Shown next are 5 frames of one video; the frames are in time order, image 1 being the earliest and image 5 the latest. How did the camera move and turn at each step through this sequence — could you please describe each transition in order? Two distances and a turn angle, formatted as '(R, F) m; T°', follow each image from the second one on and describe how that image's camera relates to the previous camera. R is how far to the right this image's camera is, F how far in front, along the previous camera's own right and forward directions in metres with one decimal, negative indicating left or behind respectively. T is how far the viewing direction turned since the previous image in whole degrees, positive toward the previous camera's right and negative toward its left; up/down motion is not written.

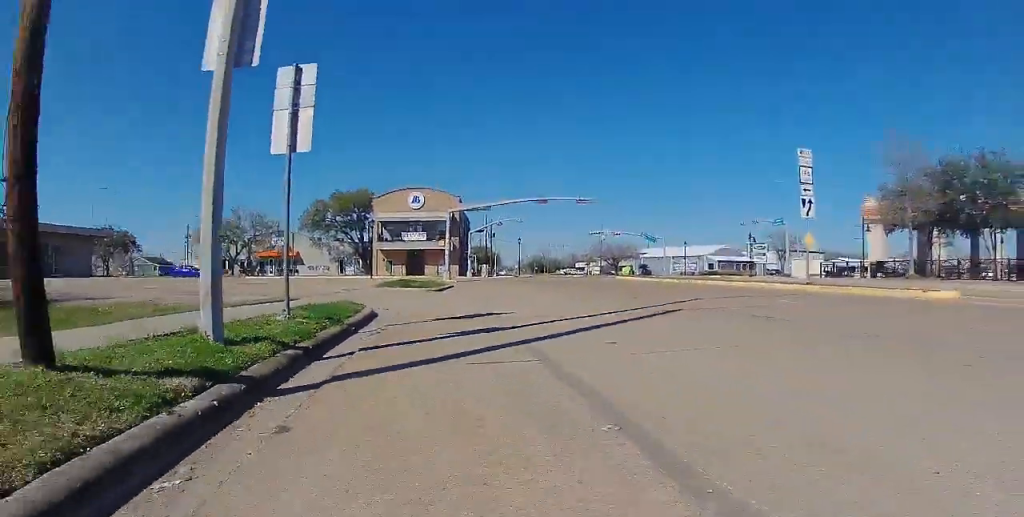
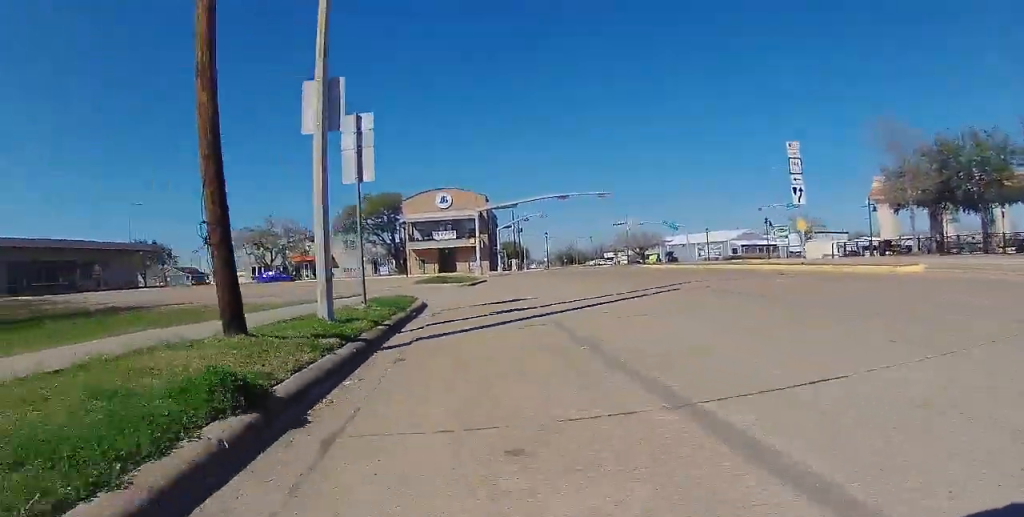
(+0.1, +2.5) m; -2°
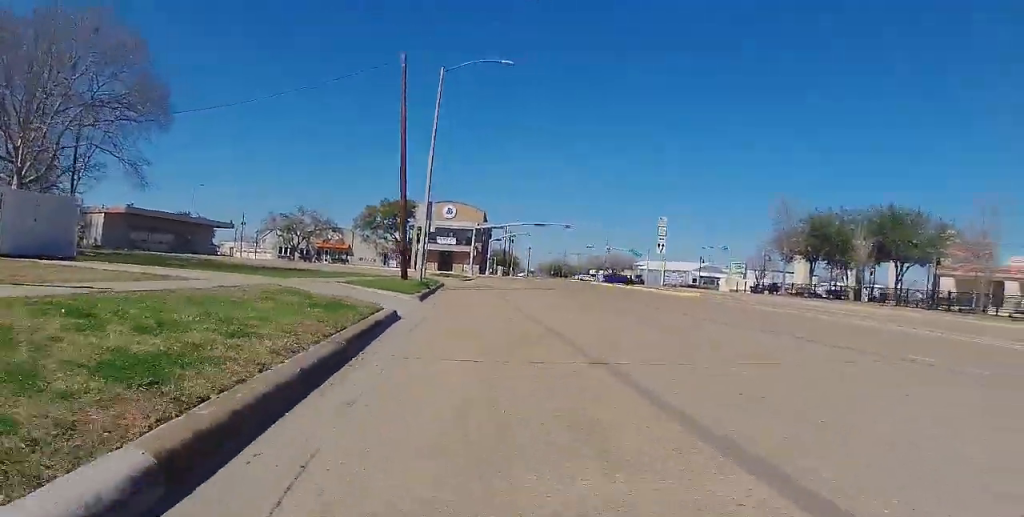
(-1.5, +16.5) m; +3°
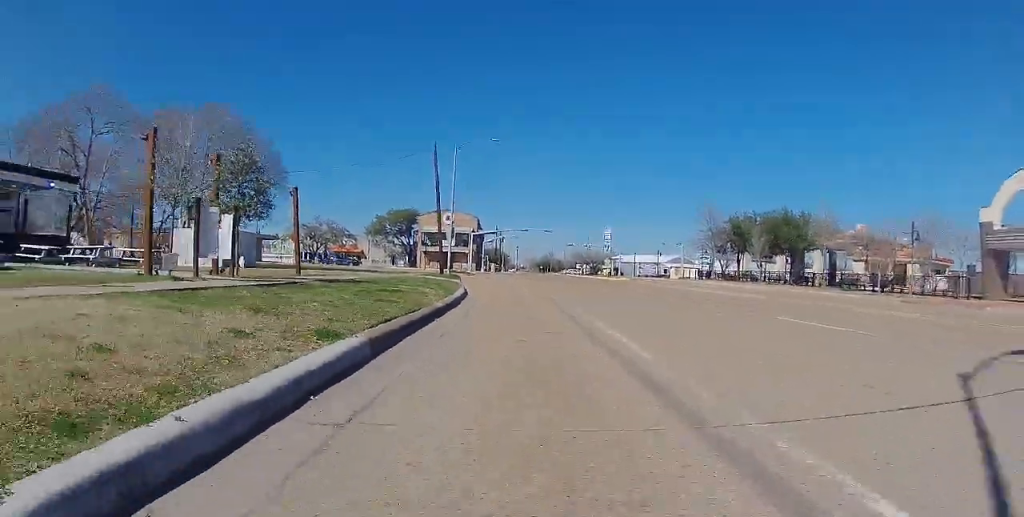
(+1.2, +15.9) m; +1°
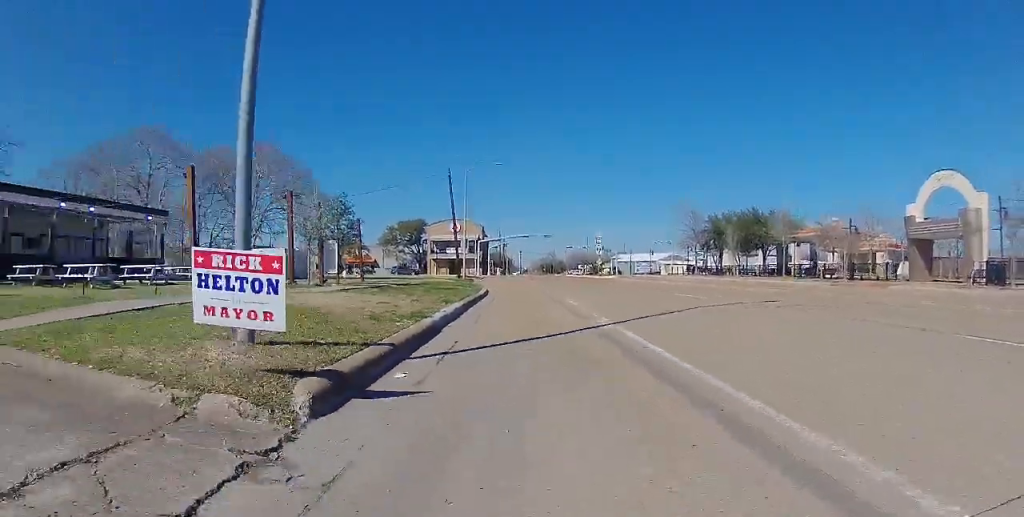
(0.0, +7.6) m; -2°
